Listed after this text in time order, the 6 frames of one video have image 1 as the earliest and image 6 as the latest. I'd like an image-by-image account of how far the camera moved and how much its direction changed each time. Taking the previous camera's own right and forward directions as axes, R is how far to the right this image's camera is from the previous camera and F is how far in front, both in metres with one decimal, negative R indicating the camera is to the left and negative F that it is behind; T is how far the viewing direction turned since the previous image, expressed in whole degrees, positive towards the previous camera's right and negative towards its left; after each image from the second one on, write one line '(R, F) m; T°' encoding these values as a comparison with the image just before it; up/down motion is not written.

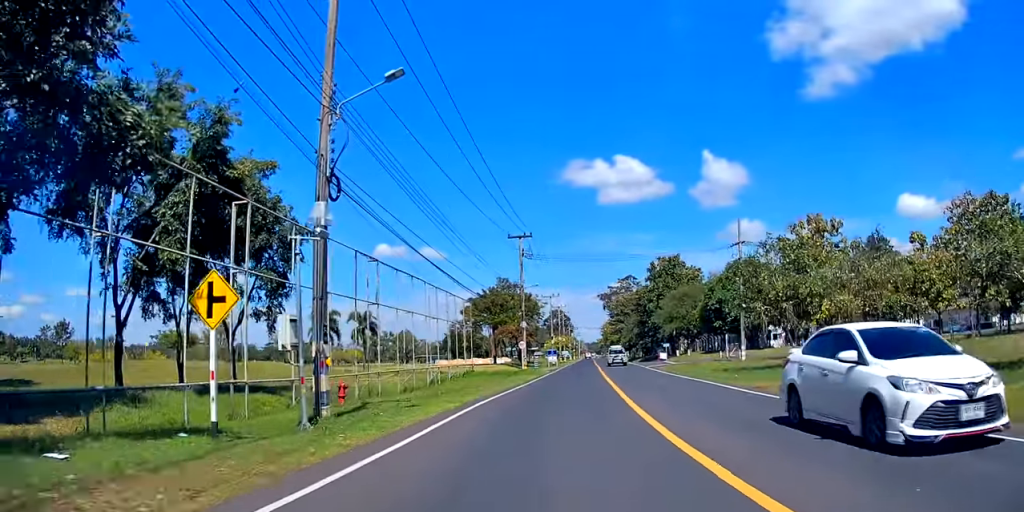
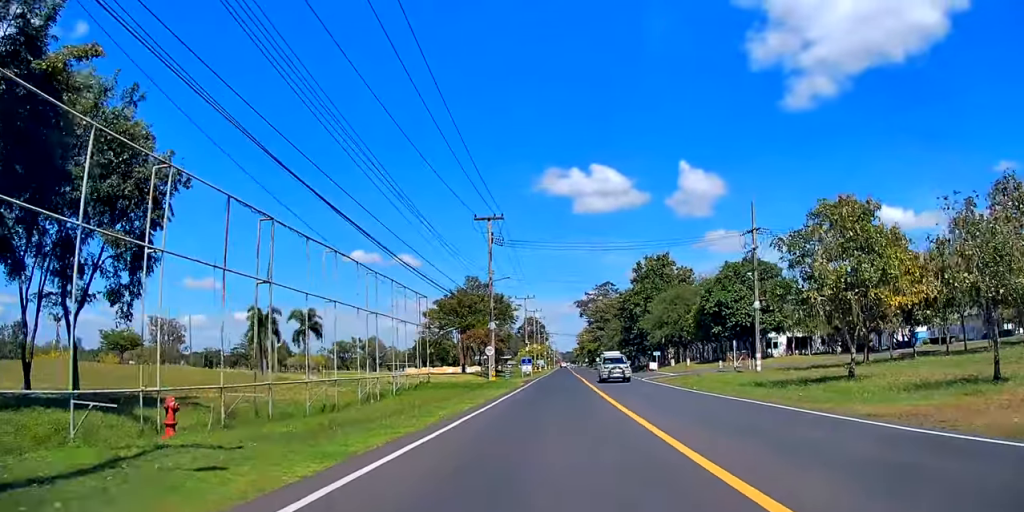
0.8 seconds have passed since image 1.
(+0.1, +10.2) m; -1°
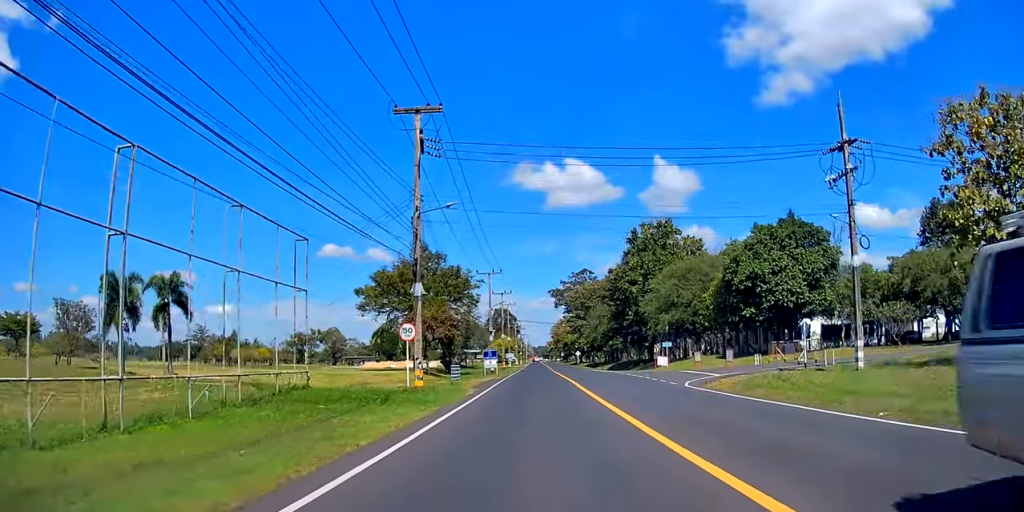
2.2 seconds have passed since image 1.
(-0.1, +19.3) m; +2°
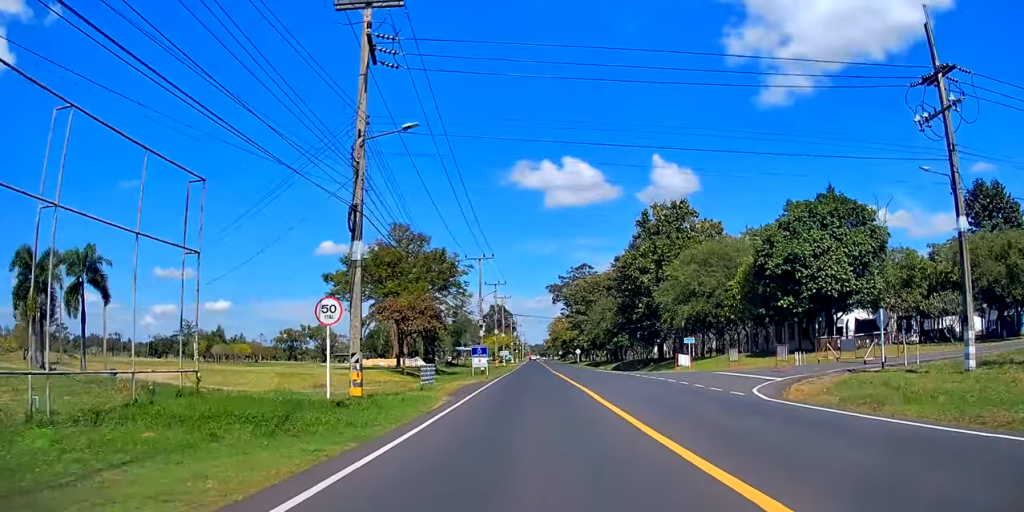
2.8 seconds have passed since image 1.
(+0.3, +8.3) m; +2°
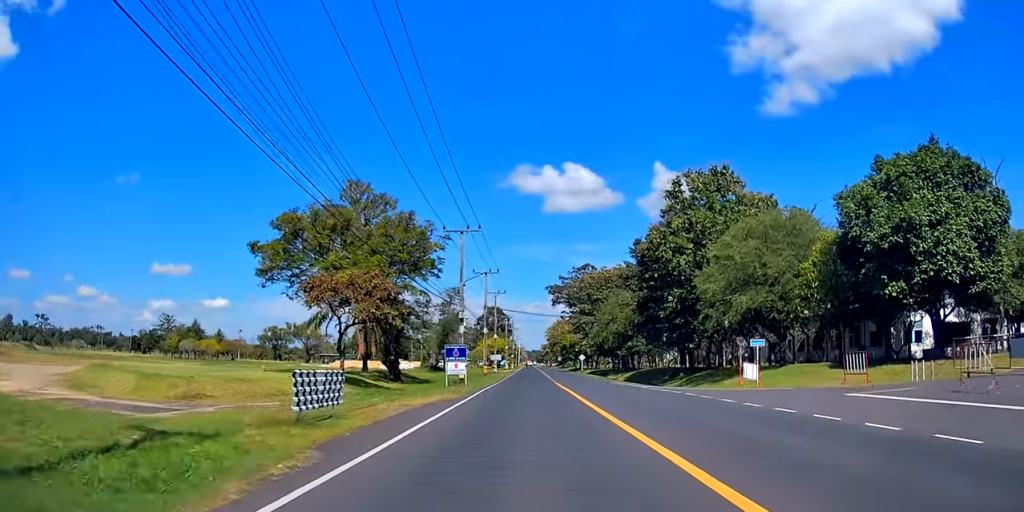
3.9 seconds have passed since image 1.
(+0.2, +14.2) m; +1°
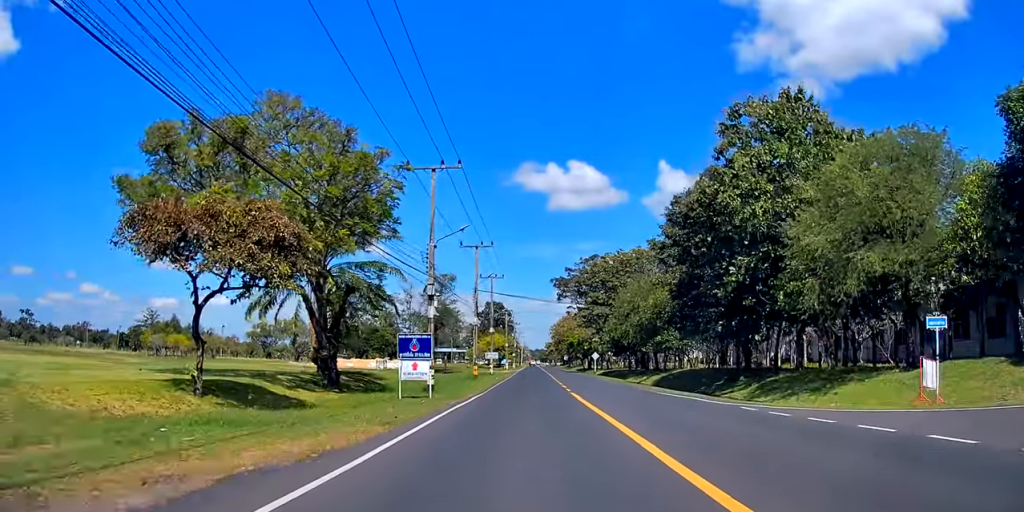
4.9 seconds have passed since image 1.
(+0.1, +14.0) m; +1°
